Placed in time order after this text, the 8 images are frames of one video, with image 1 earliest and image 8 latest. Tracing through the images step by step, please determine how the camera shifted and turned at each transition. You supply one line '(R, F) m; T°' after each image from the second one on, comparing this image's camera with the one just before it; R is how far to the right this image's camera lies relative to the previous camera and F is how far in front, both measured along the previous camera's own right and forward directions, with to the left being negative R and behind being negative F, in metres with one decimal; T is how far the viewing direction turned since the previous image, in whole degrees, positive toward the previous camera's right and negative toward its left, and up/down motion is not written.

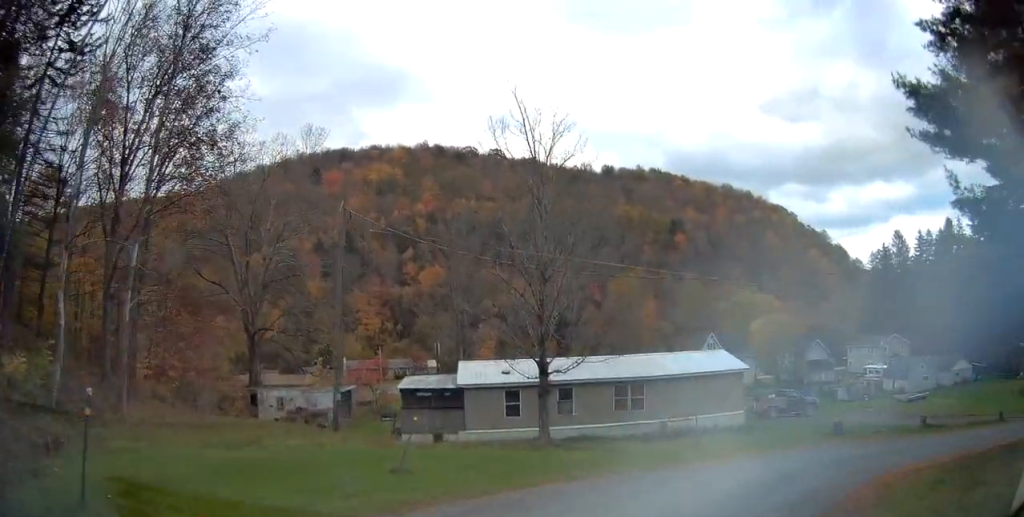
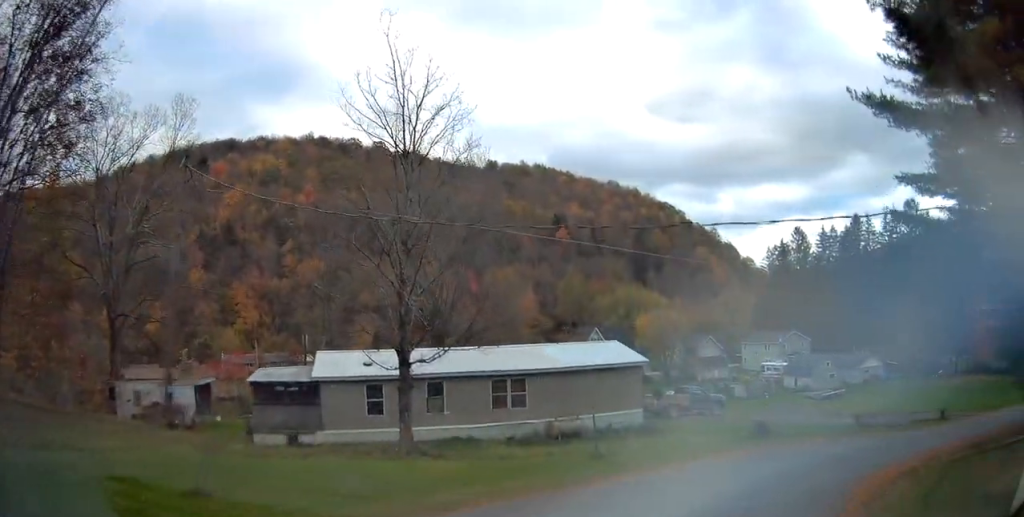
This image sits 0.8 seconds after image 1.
(+0.2, +3.8) m; +14°
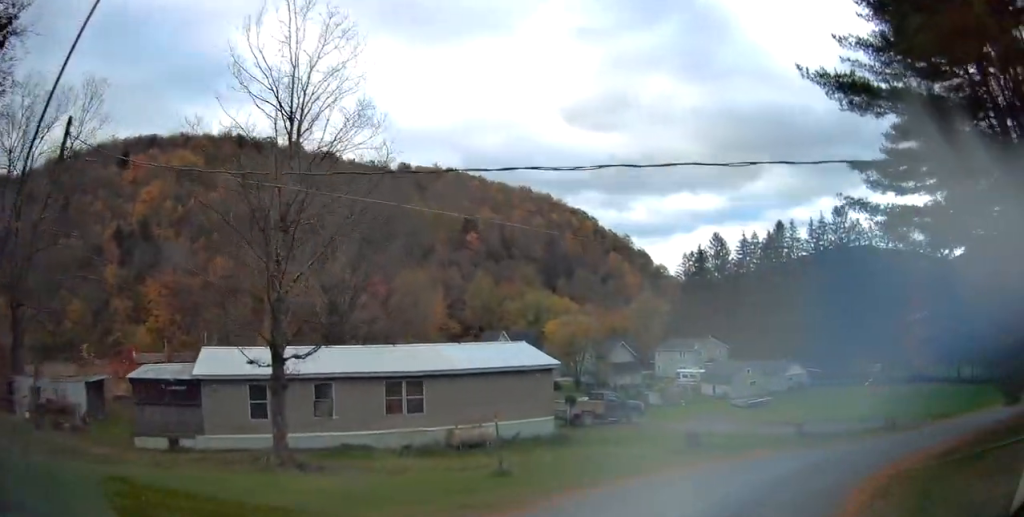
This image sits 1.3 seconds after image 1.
(+0.5, +2.9) m; +11°
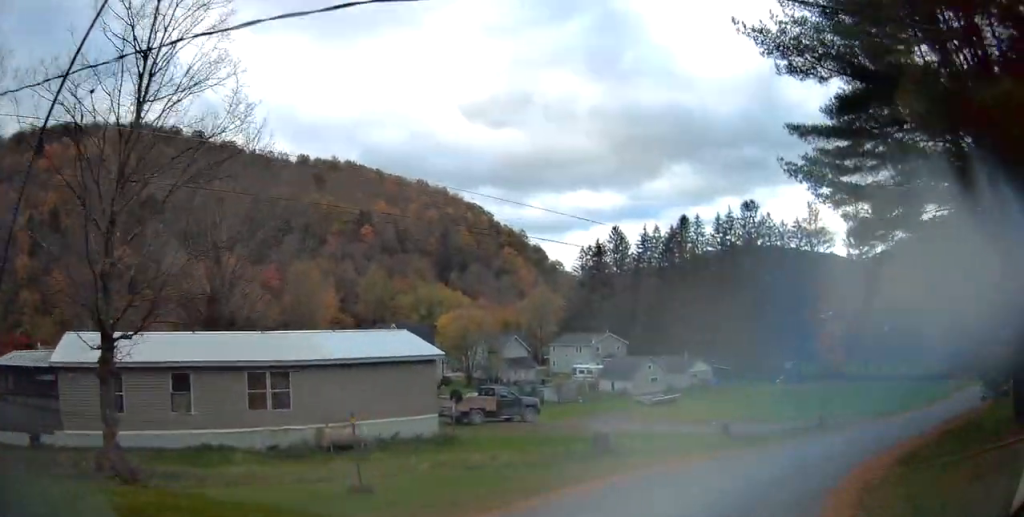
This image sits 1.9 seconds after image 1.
(+0.1, +3.1) m; +12°
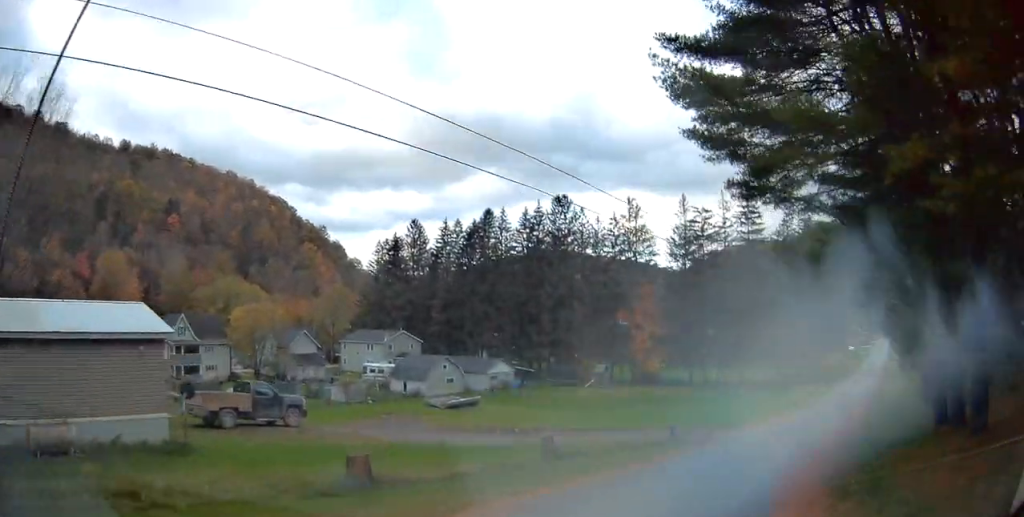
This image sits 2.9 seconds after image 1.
(+1.0, +6.3) m; +16°
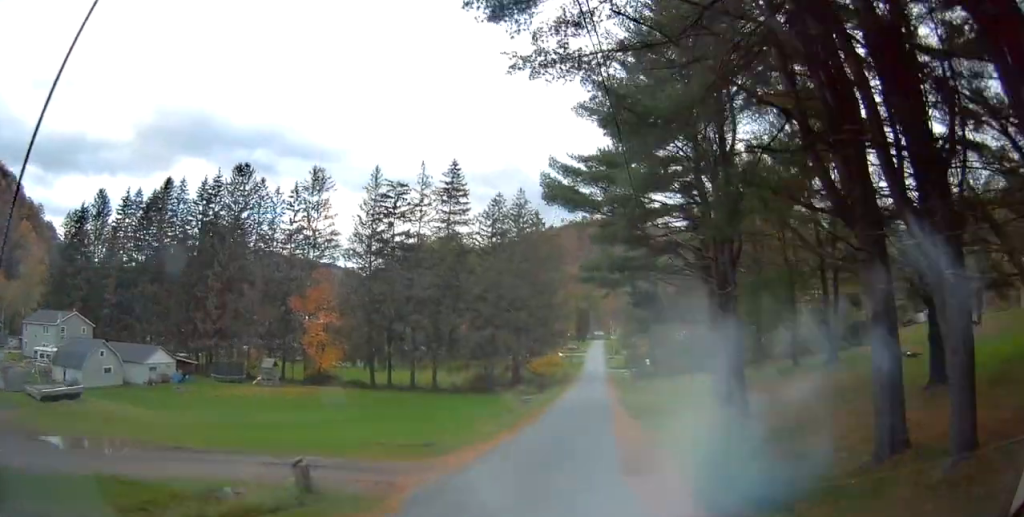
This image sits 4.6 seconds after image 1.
(+2.5, +12.1) m; +21°
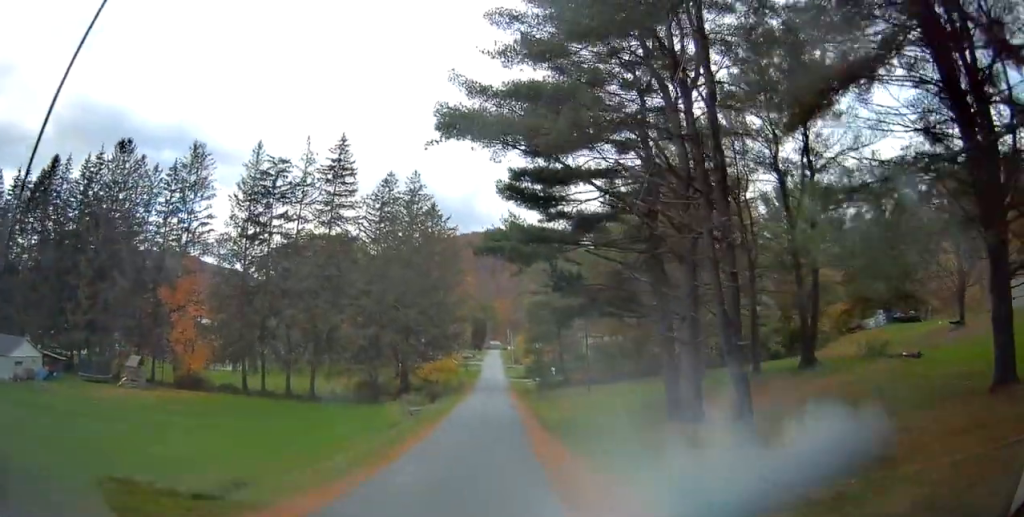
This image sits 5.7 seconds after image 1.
(+0.8, +8.9) m; +5°
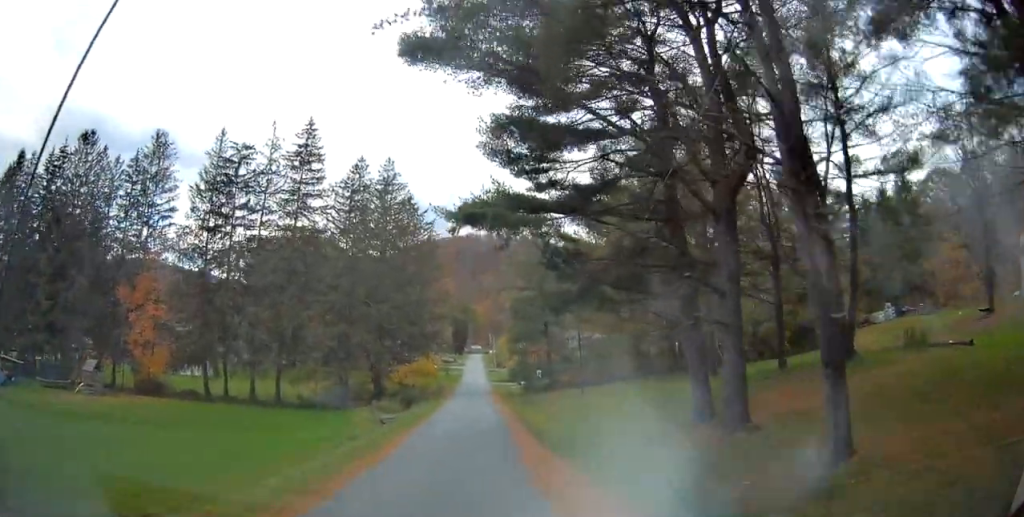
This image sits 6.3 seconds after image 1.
(-0.1, +5.2) m; 0°
